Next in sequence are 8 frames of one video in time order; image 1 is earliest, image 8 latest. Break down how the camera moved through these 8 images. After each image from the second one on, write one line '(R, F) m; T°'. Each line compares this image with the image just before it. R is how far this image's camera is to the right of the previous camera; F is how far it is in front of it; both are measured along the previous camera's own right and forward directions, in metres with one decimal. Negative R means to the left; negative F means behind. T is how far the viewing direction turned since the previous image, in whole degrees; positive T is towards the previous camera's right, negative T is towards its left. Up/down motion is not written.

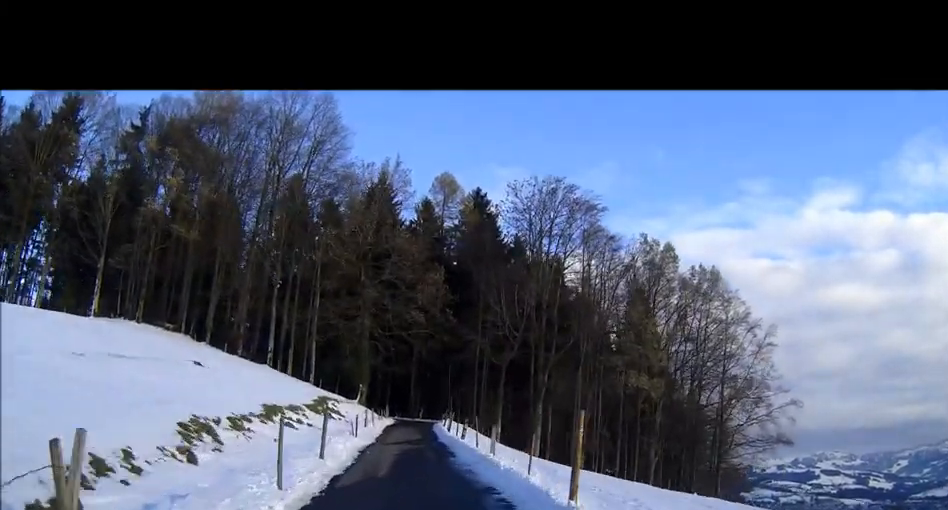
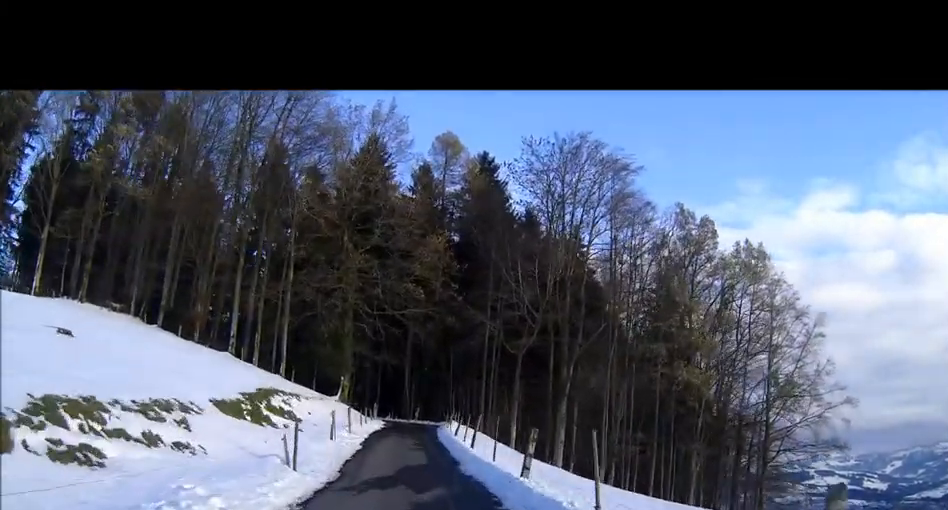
(0.0, +10.6) m; 0°
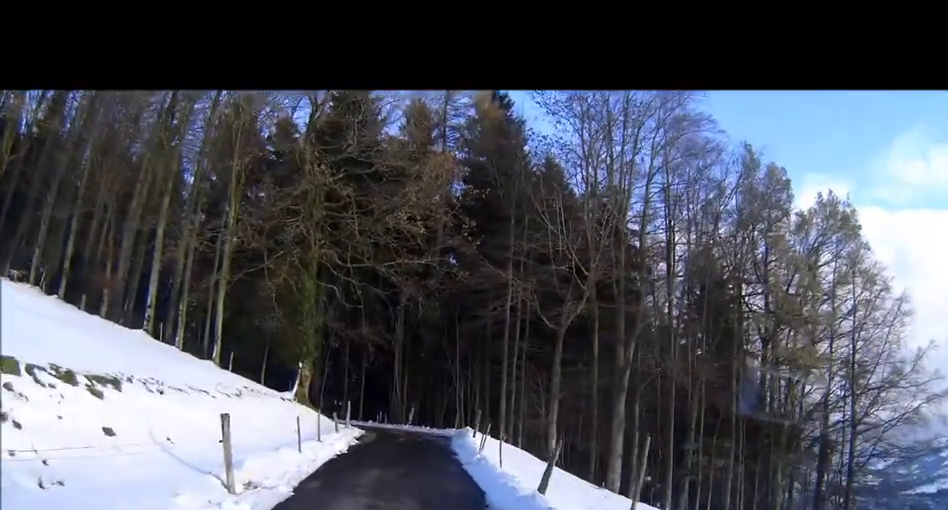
(0.0, +14.9) m; 0°
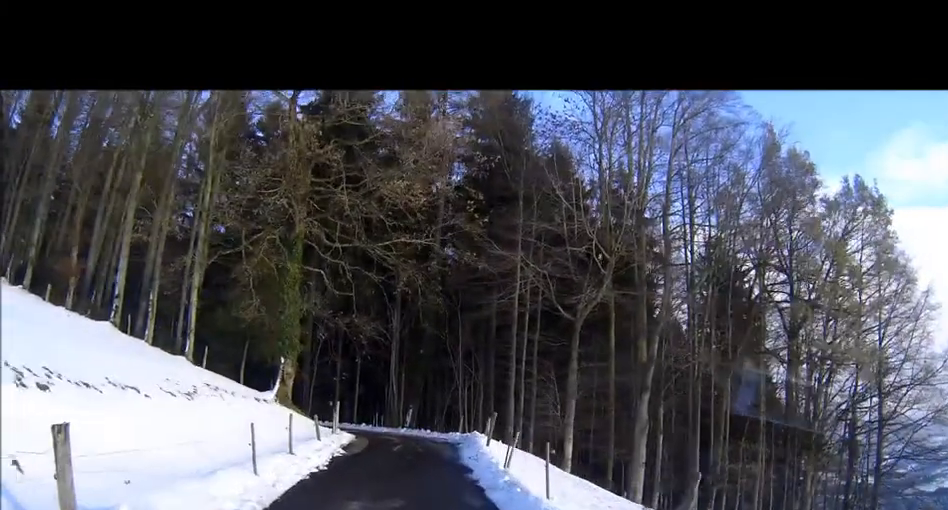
(0.0, +4.1) m; 0°
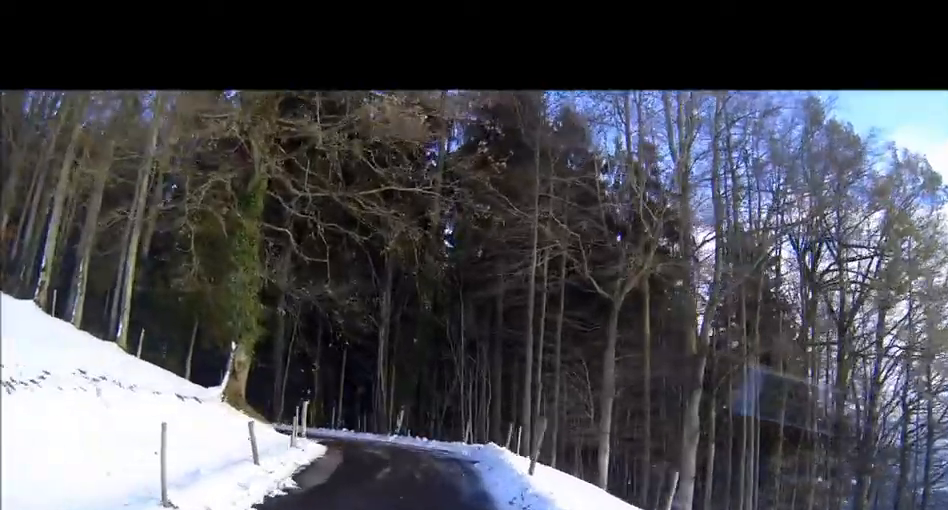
(0.0, +7.4) m; 0°
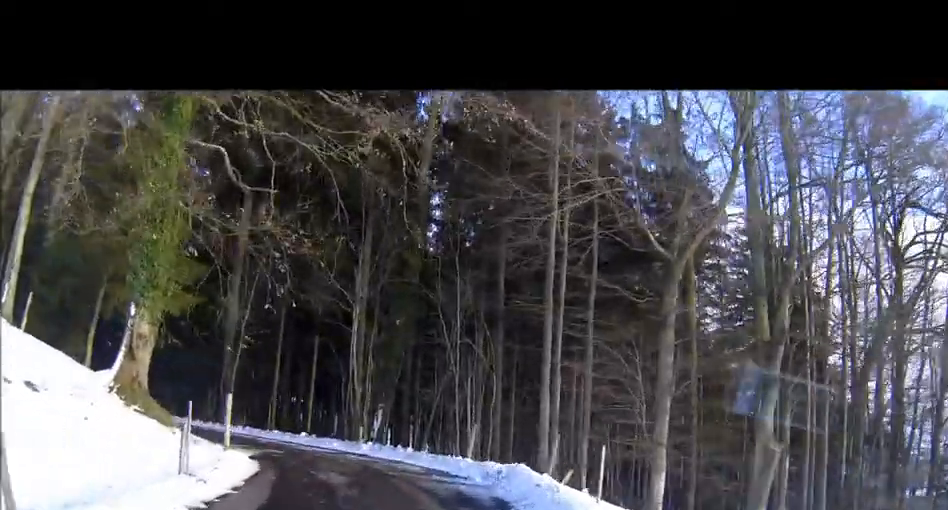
(0.0, +8.4) m; 0°
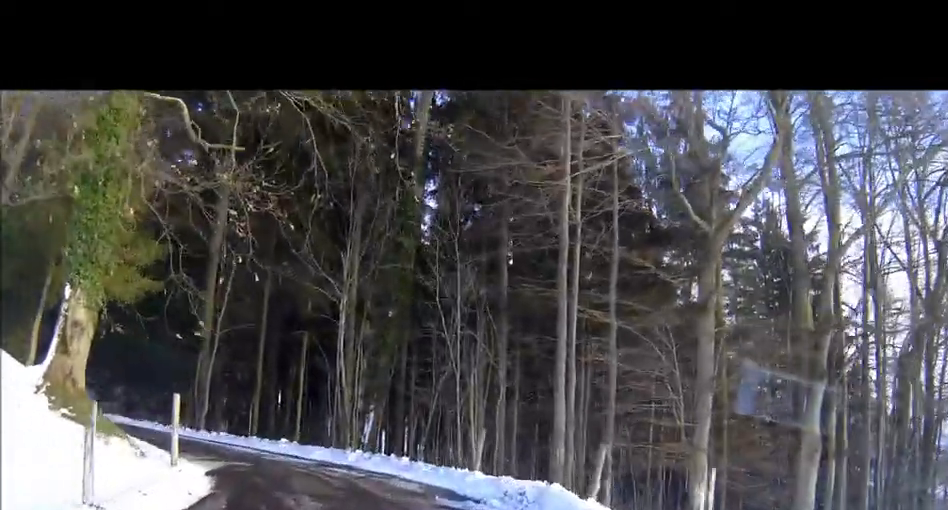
(0.0, +3.6) m; 0°
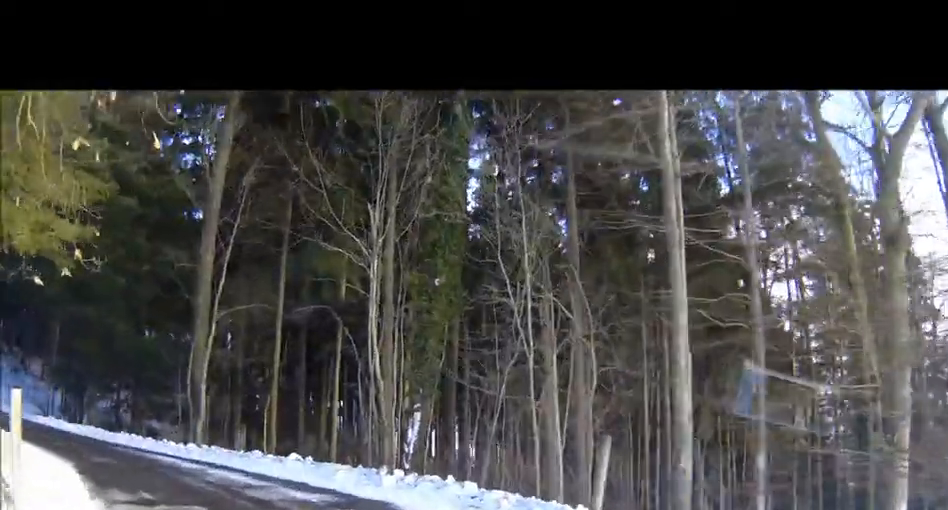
(0.0, +7.4) m; -1°
